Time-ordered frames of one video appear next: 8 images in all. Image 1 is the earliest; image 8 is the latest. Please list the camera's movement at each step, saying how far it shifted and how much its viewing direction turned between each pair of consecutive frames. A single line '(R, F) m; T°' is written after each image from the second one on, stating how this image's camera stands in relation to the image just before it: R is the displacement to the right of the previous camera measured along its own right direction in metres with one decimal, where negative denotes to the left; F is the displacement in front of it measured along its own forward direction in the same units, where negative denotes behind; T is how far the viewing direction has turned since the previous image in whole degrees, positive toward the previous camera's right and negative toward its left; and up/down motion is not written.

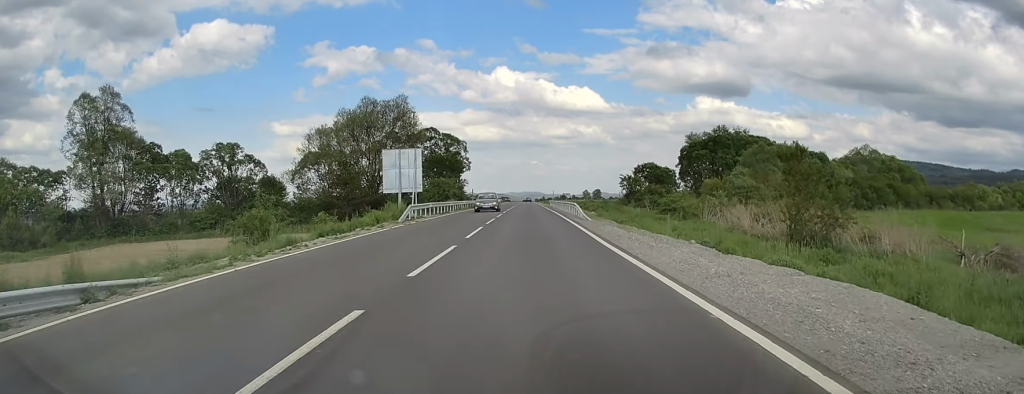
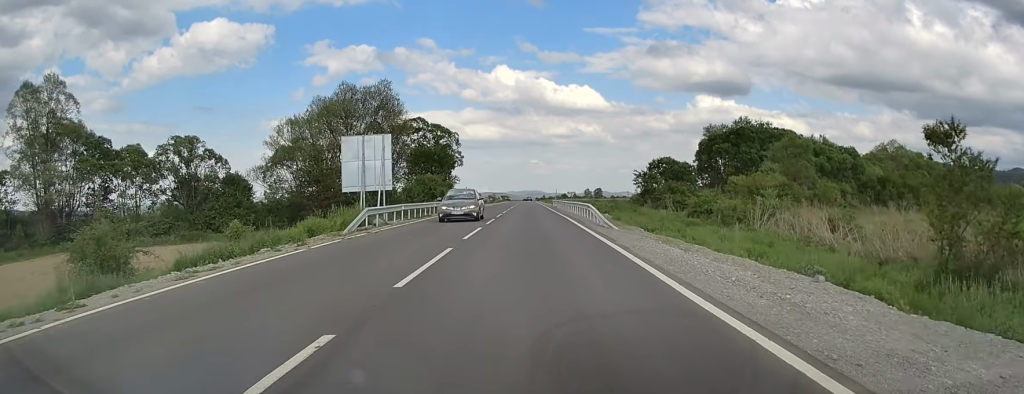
(-0.1, +10.2) m; 0°
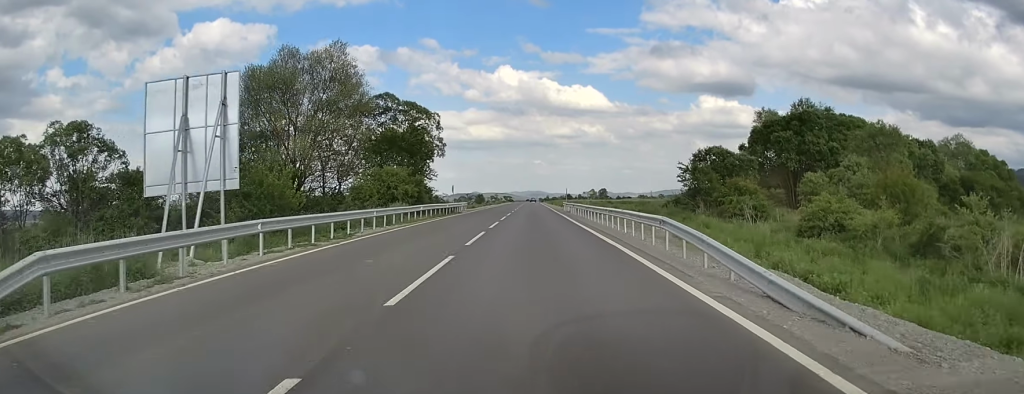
(+0.3, +19.3) m; 0°
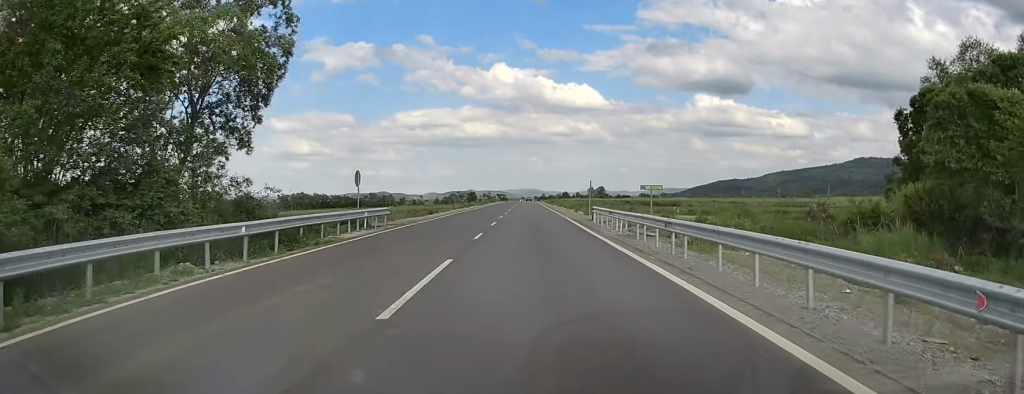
(-0.5, +36.7) m; -1°
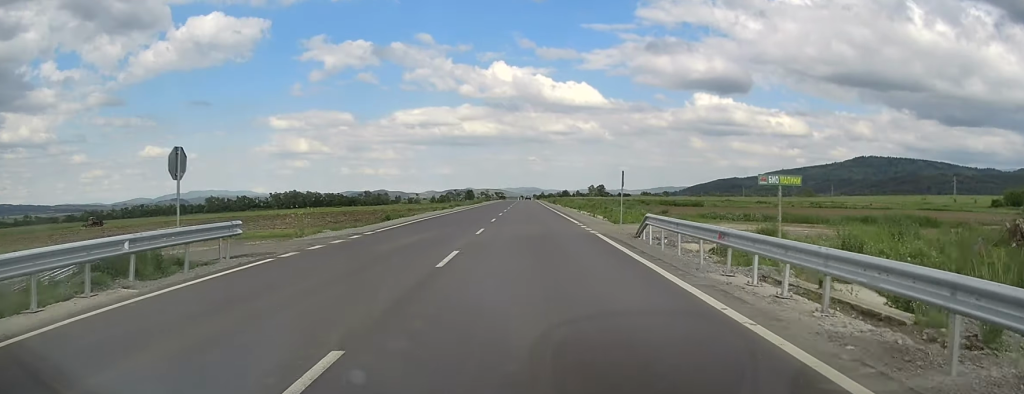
(0.0, +16.4) m; +1°
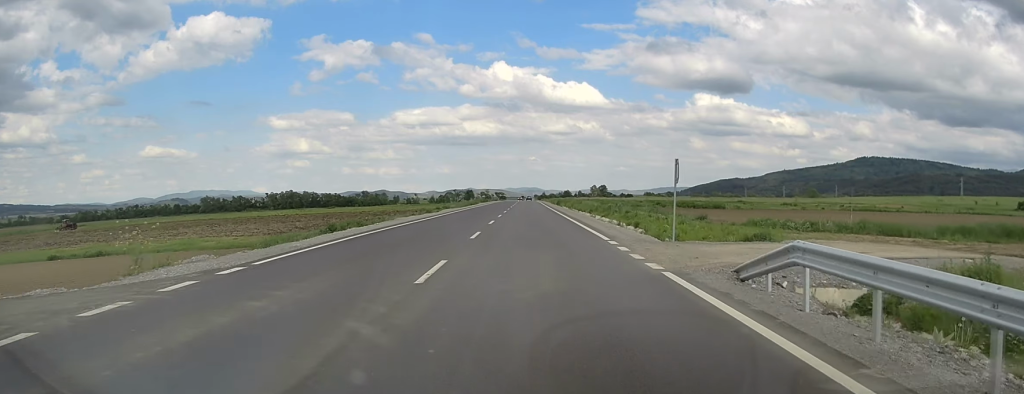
(+0.2, +11.1) m; 0°
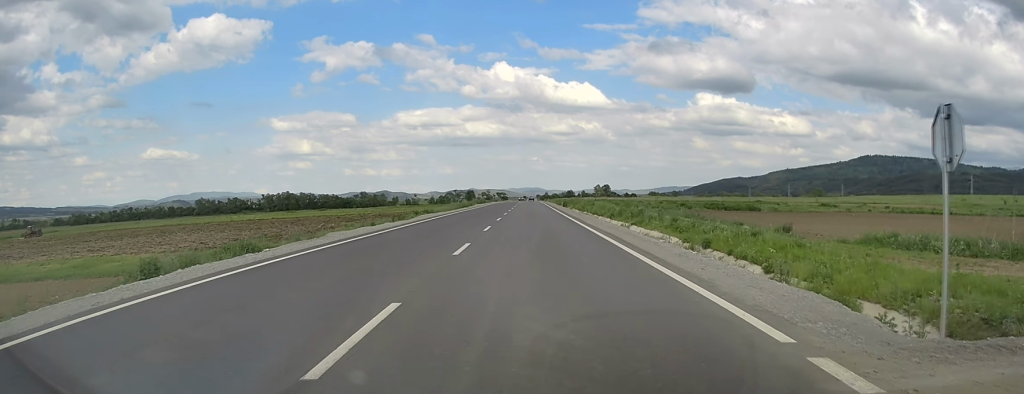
(+0.1, +13.6) m; 0°
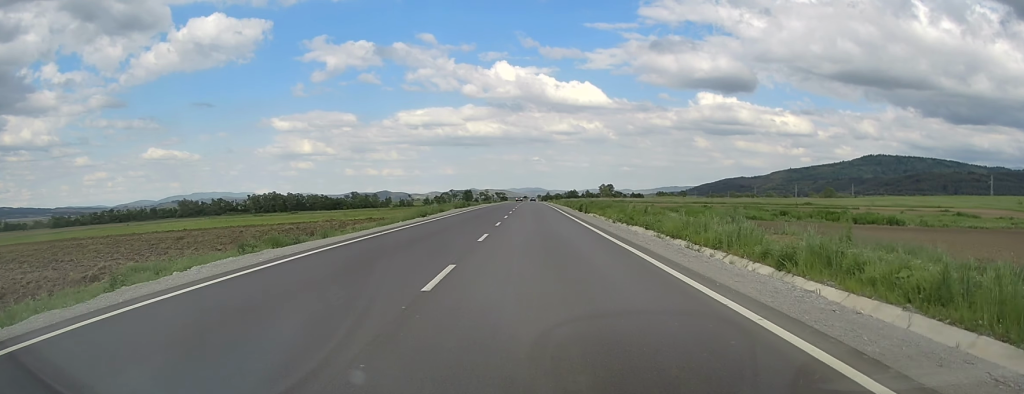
(-0.5, +31.8) m; 0°
